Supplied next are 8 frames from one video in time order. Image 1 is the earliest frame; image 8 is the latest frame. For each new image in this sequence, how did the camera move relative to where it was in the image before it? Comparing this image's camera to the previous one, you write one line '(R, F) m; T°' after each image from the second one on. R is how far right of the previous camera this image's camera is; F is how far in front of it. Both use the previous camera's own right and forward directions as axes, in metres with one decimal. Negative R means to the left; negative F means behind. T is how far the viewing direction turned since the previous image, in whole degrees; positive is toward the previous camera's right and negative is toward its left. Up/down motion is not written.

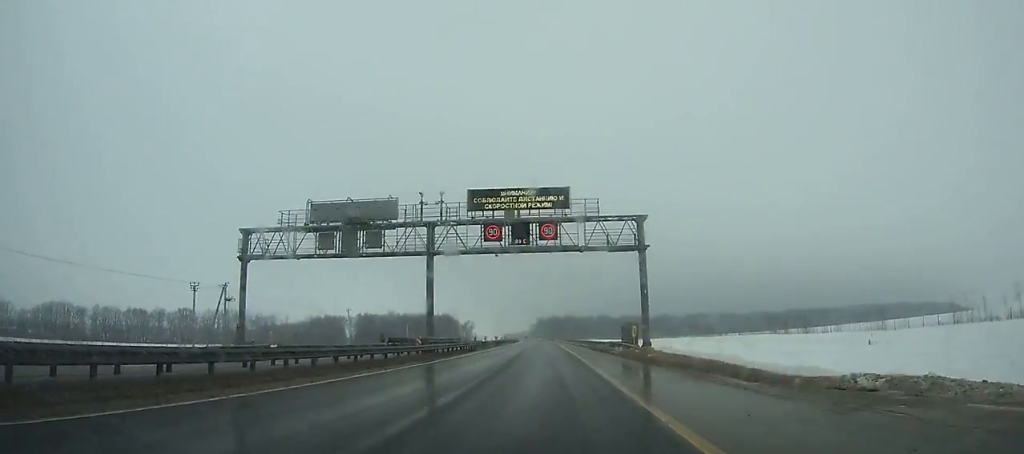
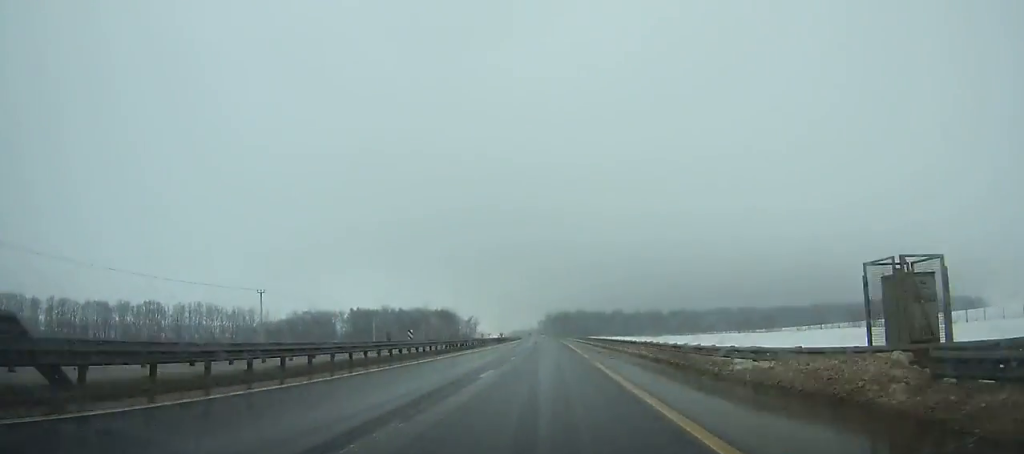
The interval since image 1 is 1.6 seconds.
(-0.2, +41.1) m; 0°
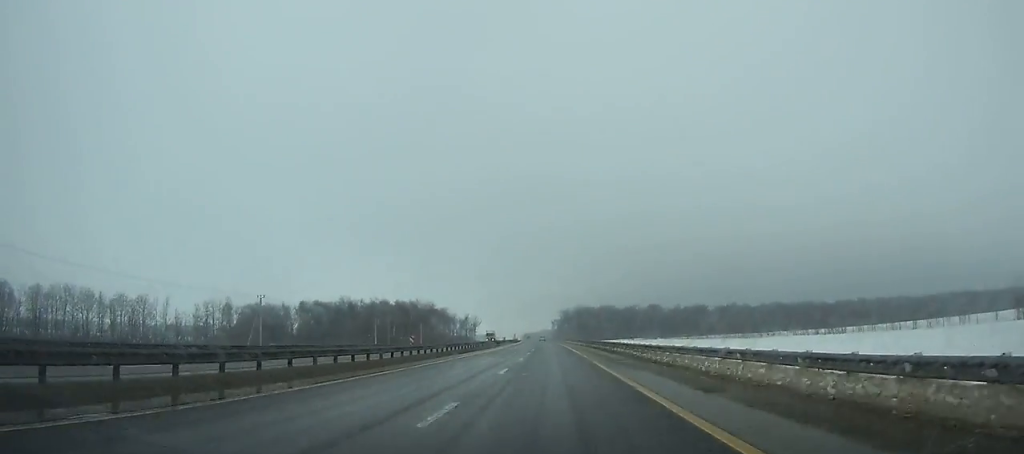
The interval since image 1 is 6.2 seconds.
(-1.6, +117.1) m; -2°
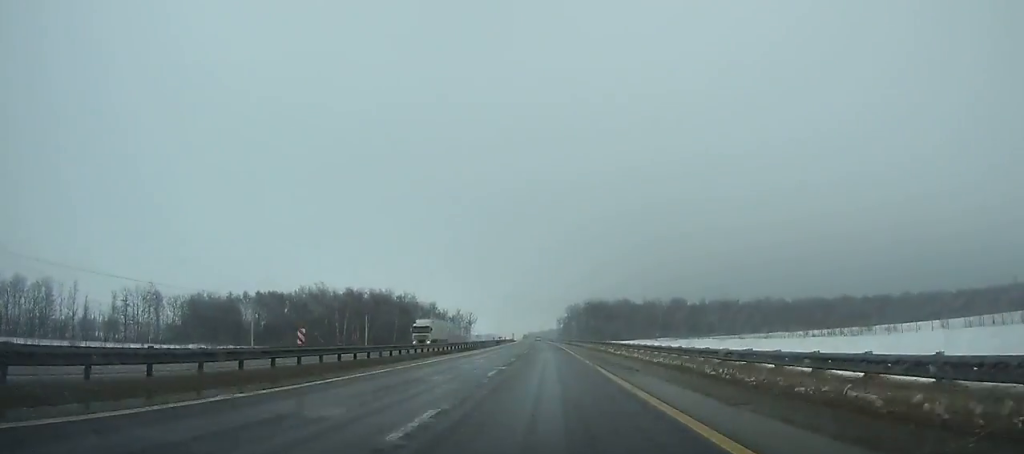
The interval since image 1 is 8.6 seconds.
(-0.5, +61.0) m; -1°
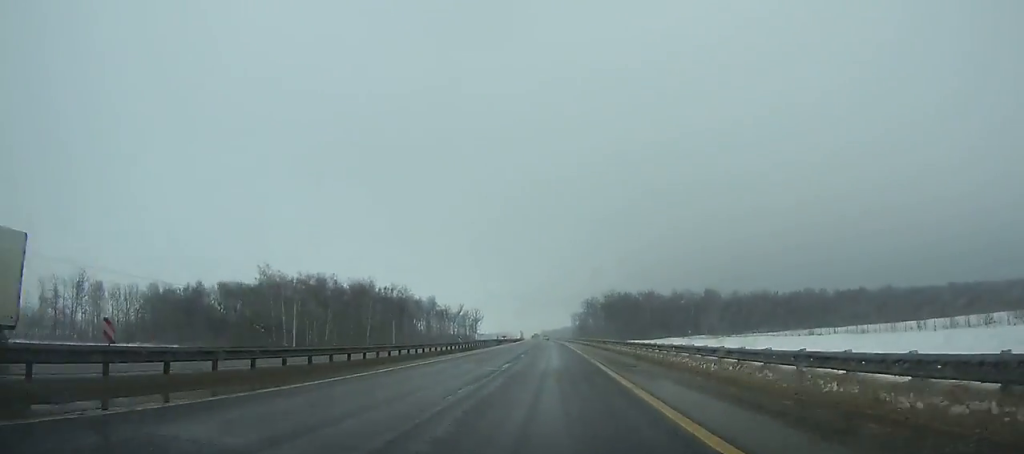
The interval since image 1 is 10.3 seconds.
(-0.2, +43.3) m; -1°
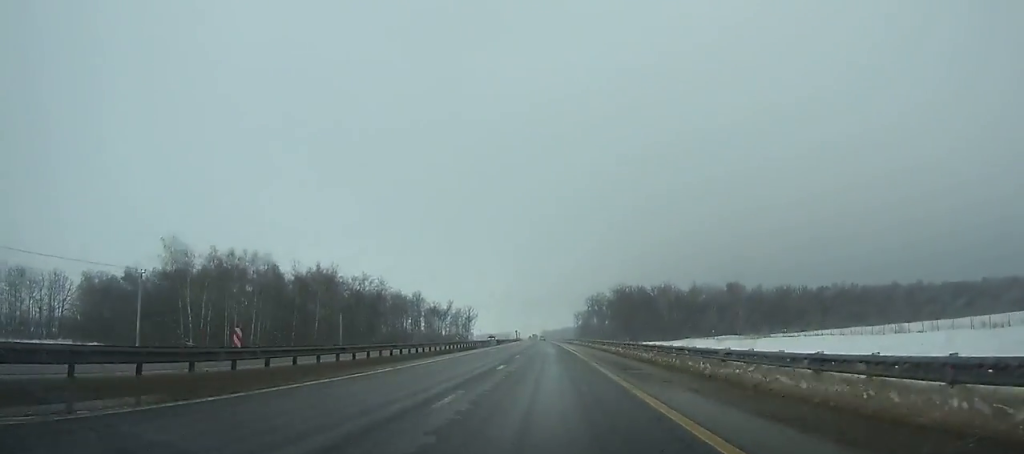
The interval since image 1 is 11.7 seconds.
(-0.2, +35.8) m; -1°
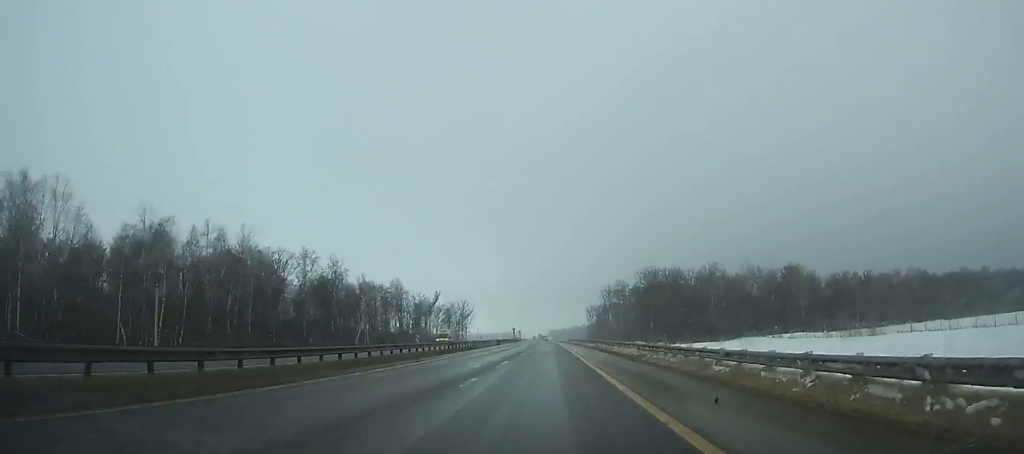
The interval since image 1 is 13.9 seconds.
(-0.5, +56.5) m; -1°
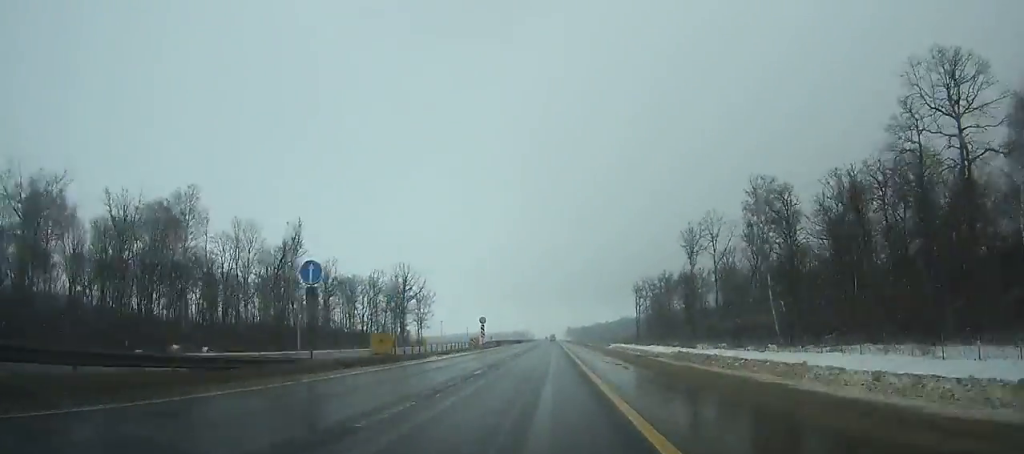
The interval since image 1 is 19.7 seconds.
(-2.1, +150.3) m; -1°
